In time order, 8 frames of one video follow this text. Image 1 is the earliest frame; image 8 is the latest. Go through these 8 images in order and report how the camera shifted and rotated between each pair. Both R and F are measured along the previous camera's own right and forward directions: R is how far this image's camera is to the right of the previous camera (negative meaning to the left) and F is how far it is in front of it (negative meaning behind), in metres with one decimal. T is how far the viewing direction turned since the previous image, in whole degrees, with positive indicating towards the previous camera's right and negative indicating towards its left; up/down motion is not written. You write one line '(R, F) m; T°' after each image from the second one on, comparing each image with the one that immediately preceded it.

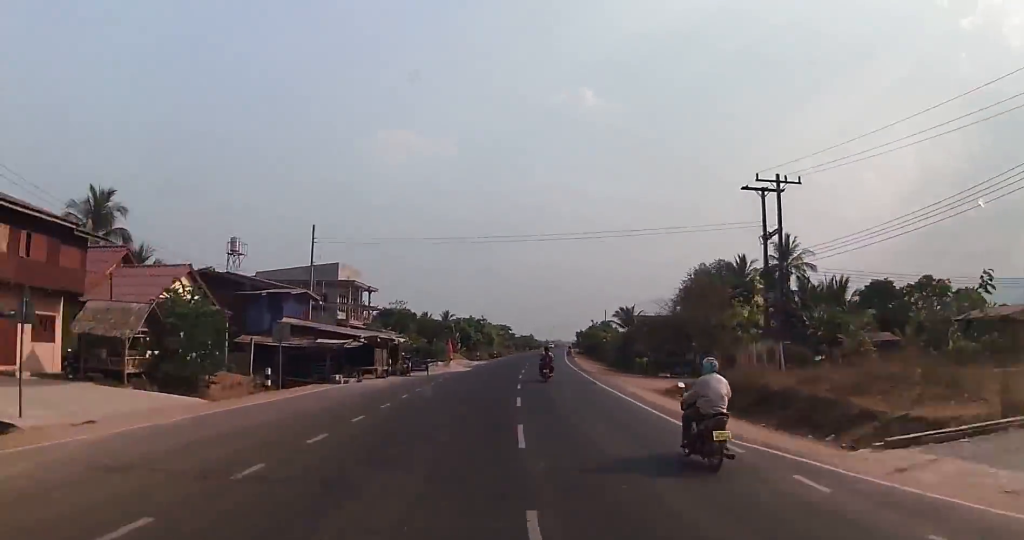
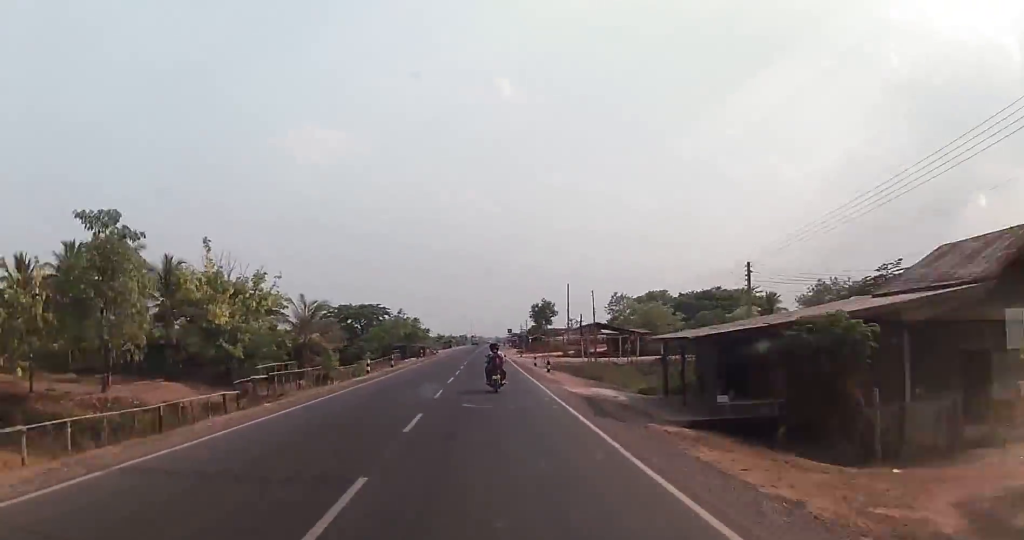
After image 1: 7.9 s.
(+9.3, +138.8) m; +5°
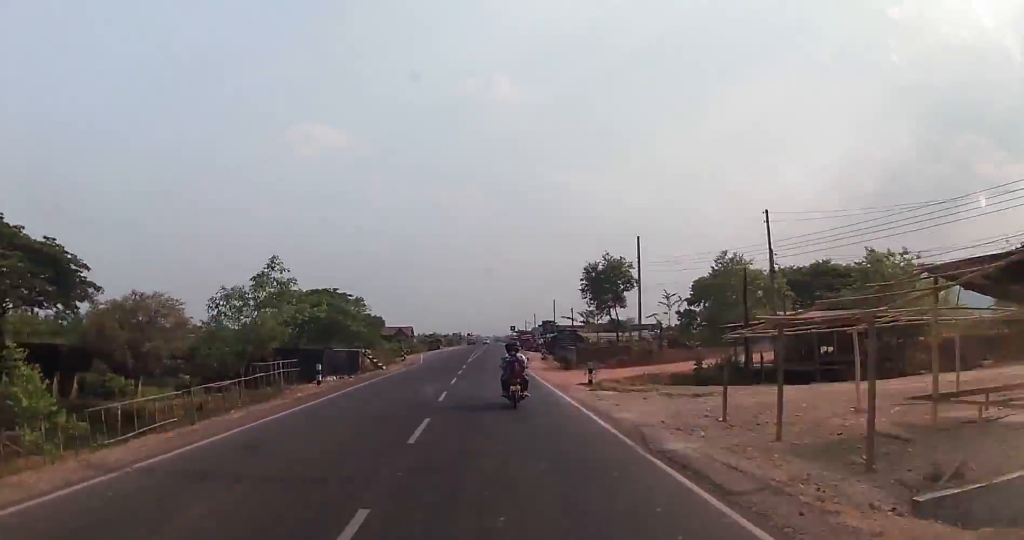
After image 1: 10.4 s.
(+0.1, +40.1) m; 0°
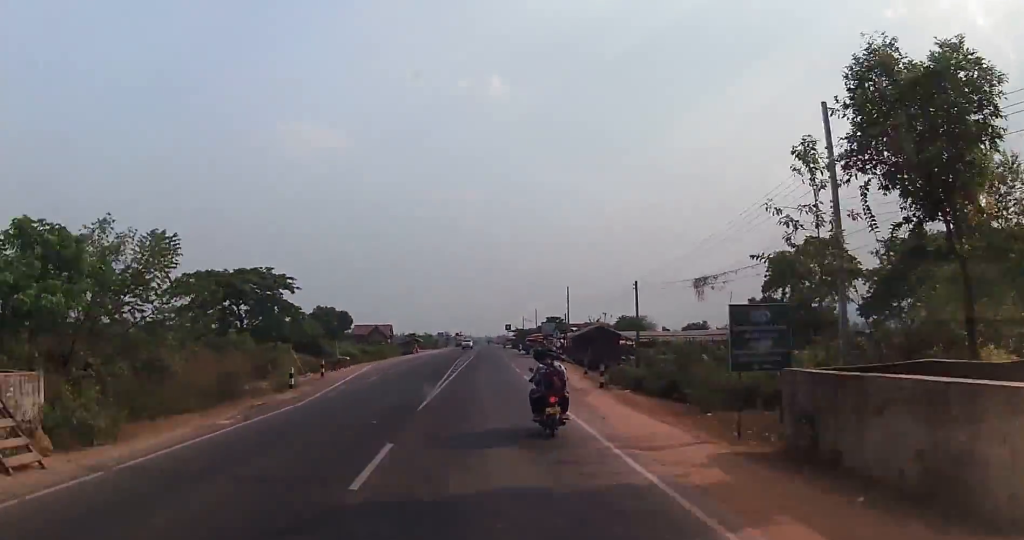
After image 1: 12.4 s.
(+0.1, +29.9) m; 0°
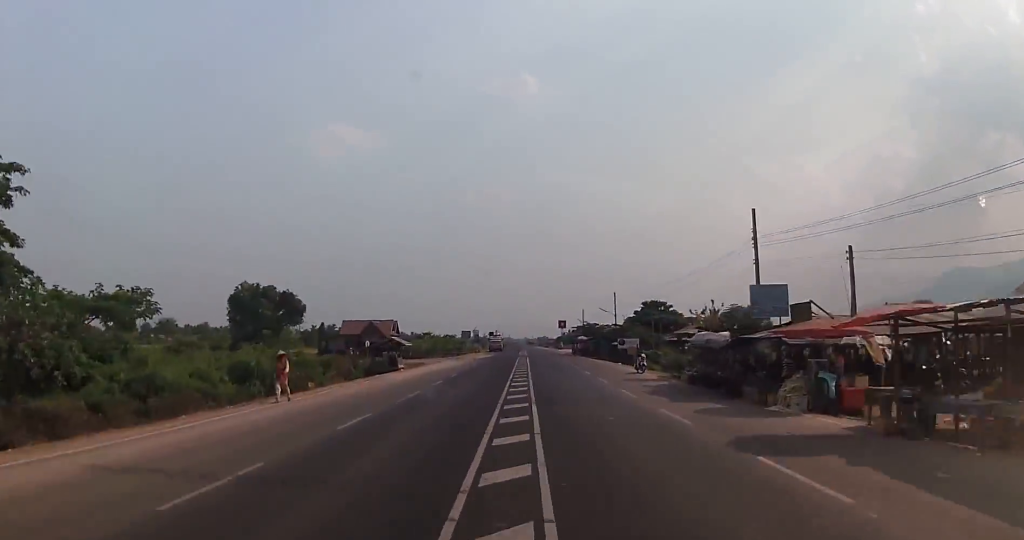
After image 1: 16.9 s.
(-0.4, +57.5) m; -1°
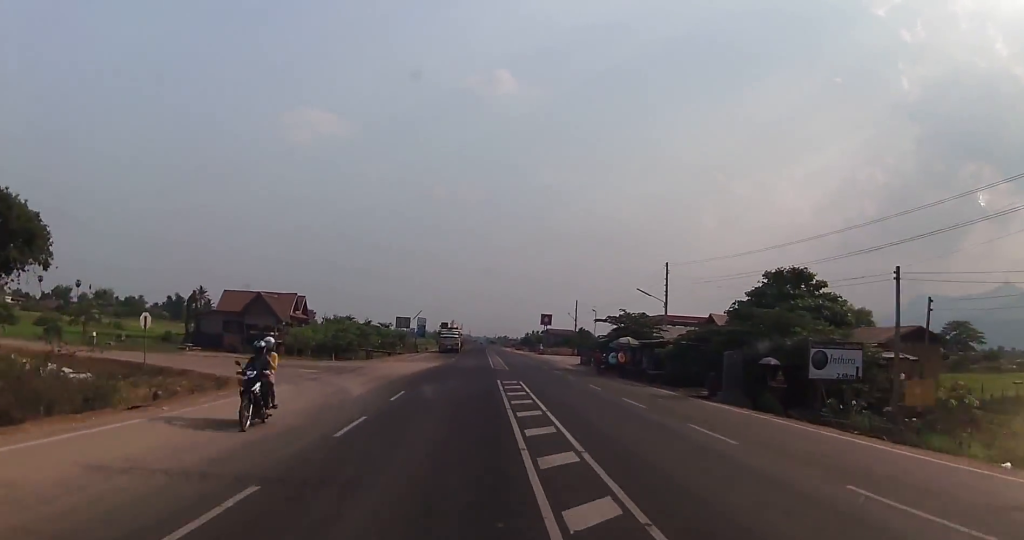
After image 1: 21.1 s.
(-0.6, +41.8) m; -14°
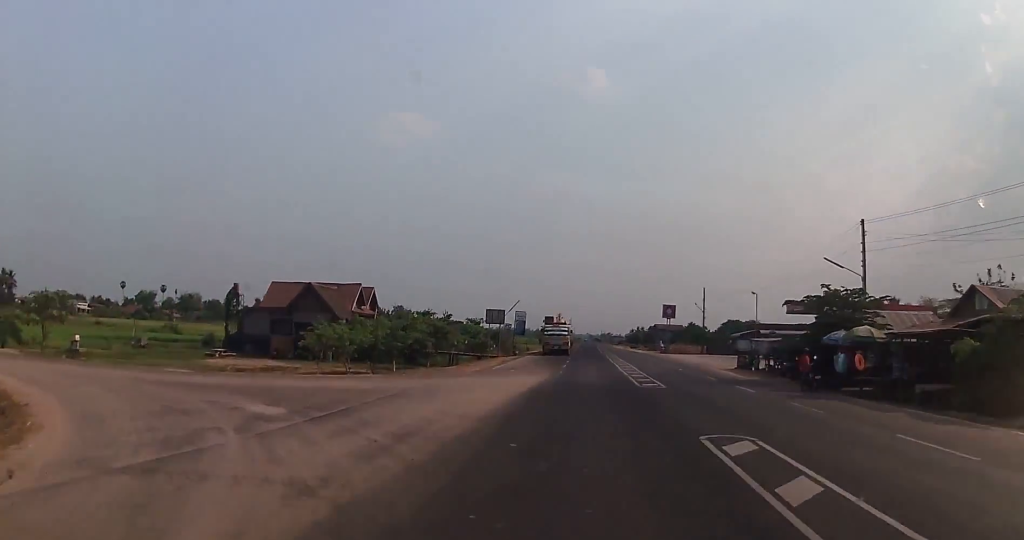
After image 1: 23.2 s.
(-4.1, +17.2) m; -22°
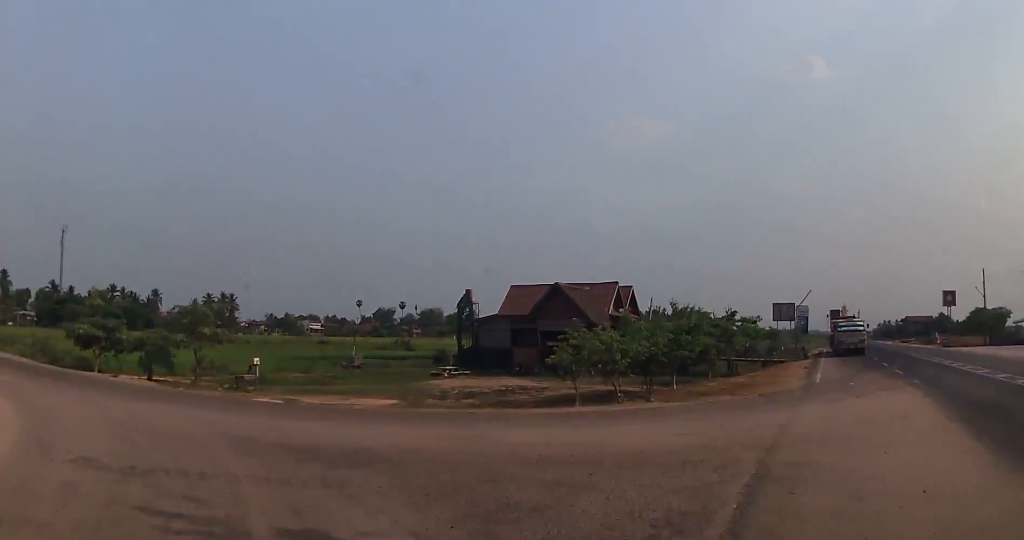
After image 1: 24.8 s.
(+2.1, +13.1) m; -17°
